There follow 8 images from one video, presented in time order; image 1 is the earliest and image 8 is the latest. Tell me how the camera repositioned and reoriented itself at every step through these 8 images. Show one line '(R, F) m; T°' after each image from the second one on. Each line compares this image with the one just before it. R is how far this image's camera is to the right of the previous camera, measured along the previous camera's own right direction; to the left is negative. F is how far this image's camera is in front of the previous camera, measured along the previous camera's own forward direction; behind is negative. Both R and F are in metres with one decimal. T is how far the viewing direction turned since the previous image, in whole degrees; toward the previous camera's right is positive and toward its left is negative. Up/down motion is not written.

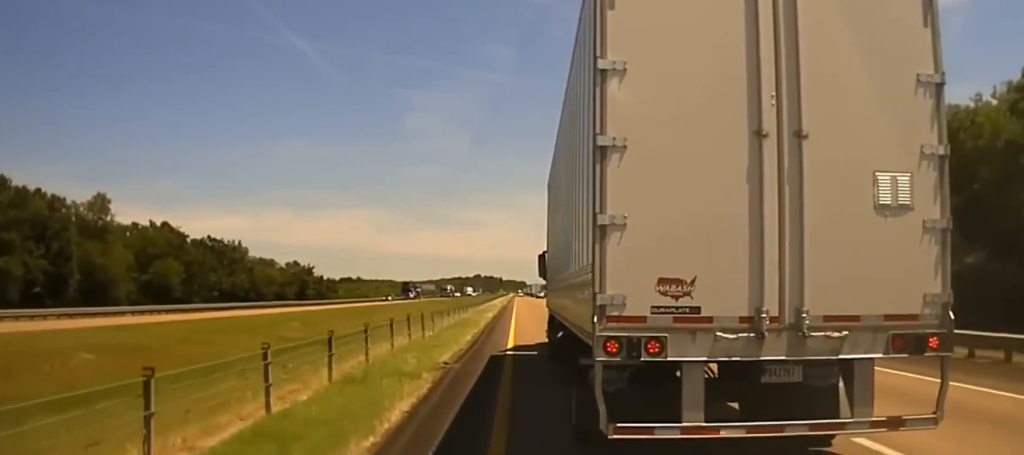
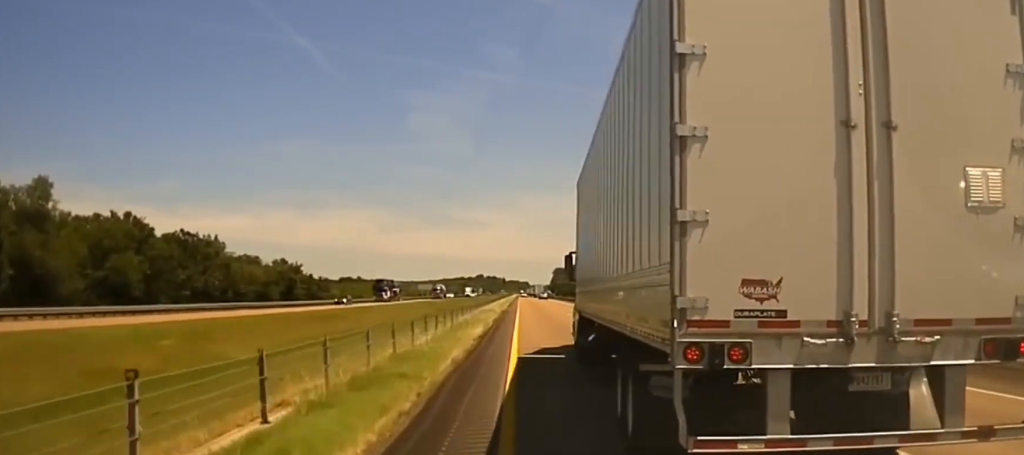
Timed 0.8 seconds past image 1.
(0.0, +19.9) m; -1°
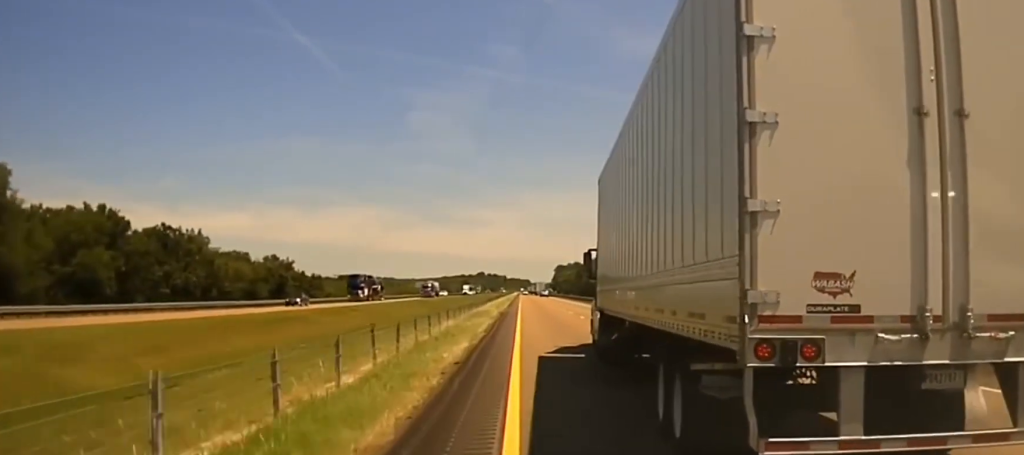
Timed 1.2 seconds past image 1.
(-0.1, +14.2) m; 0°
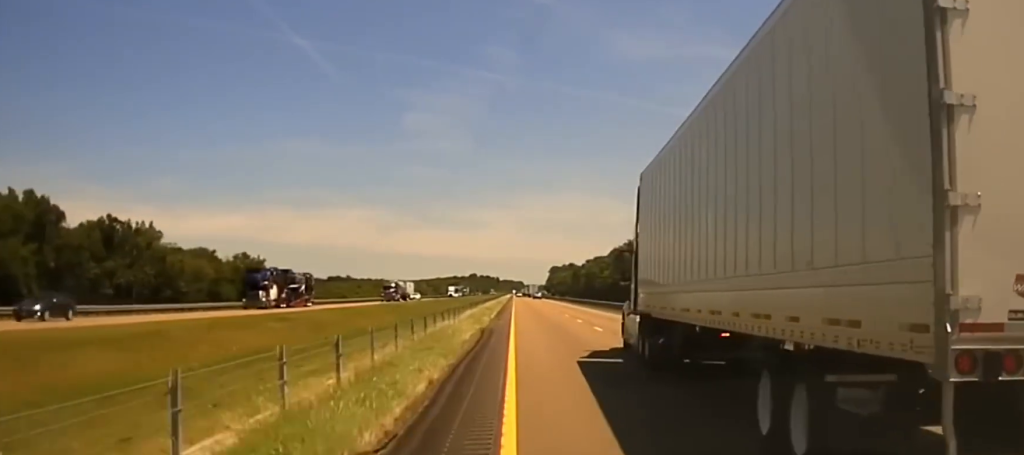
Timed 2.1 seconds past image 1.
(-0.1, +30.8) m; 0°
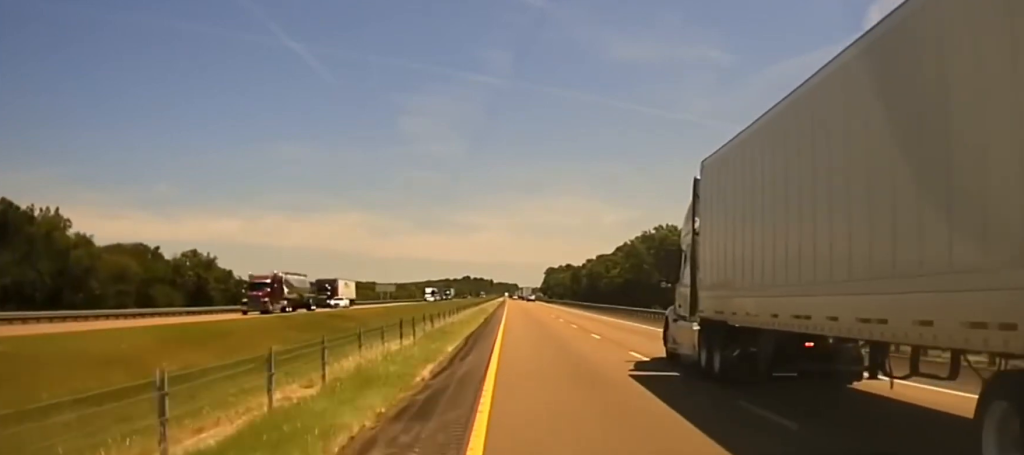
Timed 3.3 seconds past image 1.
(+0.2, +50.0) m; 0°
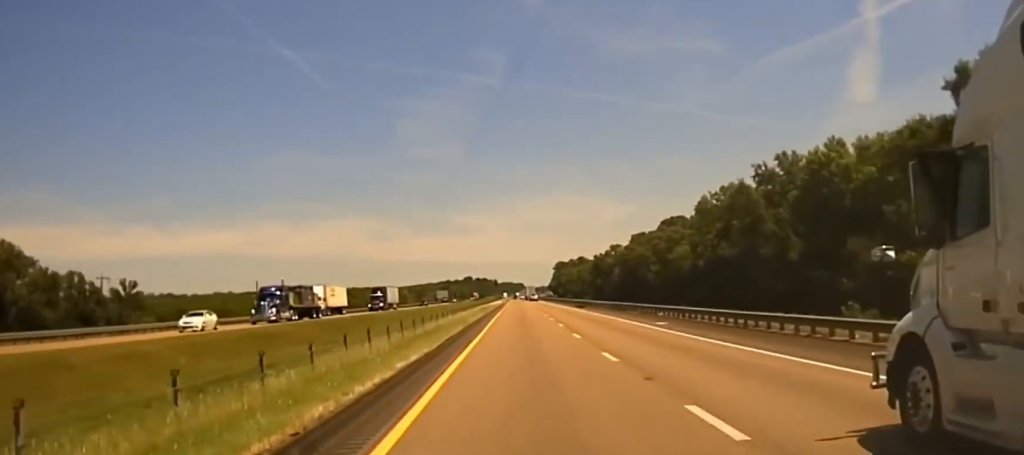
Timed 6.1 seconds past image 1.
(-0.3, +109.3) m; -1°
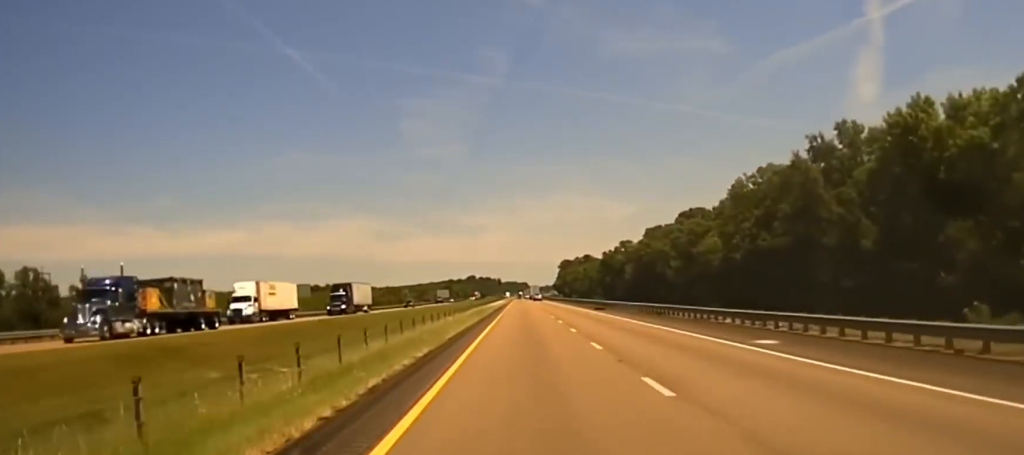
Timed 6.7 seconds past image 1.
(-0.2, +21.8) m; 0°
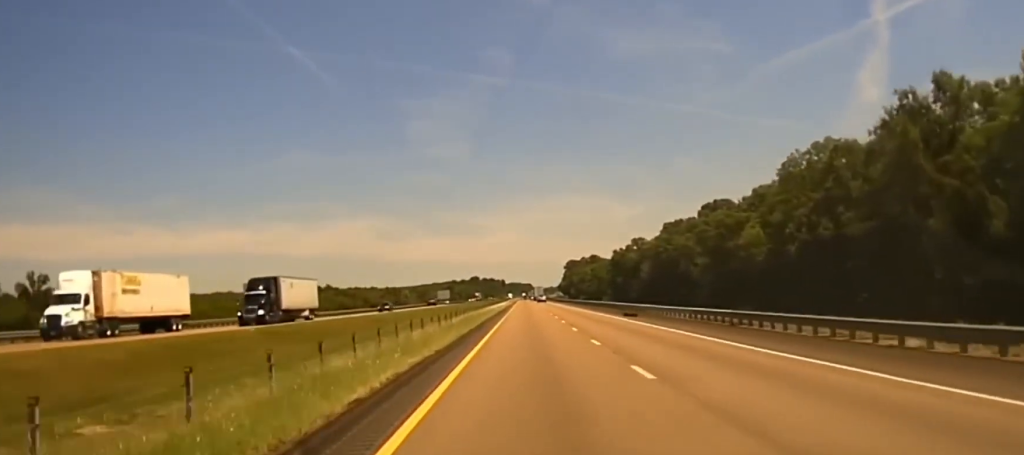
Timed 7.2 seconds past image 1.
(+0.1, +22.1) m; 0°
